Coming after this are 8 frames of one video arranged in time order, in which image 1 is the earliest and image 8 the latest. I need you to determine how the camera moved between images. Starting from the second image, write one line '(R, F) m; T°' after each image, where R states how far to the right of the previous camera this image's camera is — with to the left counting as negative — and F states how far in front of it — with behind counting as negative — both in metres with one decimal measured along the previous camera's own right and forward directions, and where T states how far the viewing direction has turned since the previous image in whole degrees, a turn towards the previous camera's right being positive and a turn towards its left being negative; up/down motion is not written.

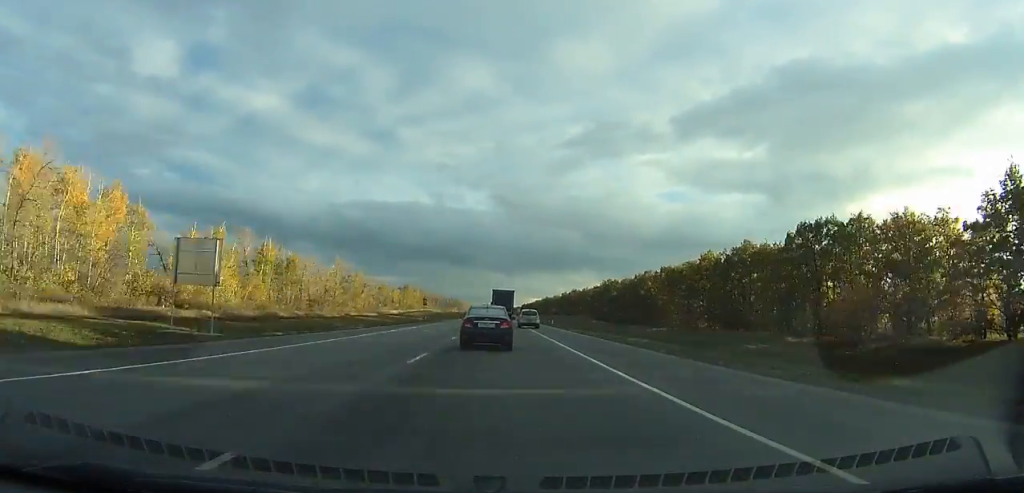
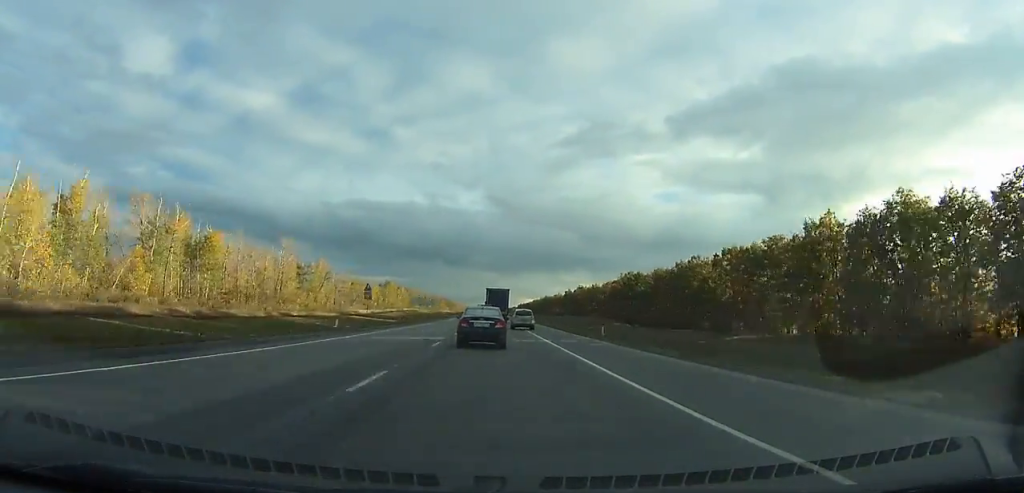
(+0.1, +39.8) m; 0°
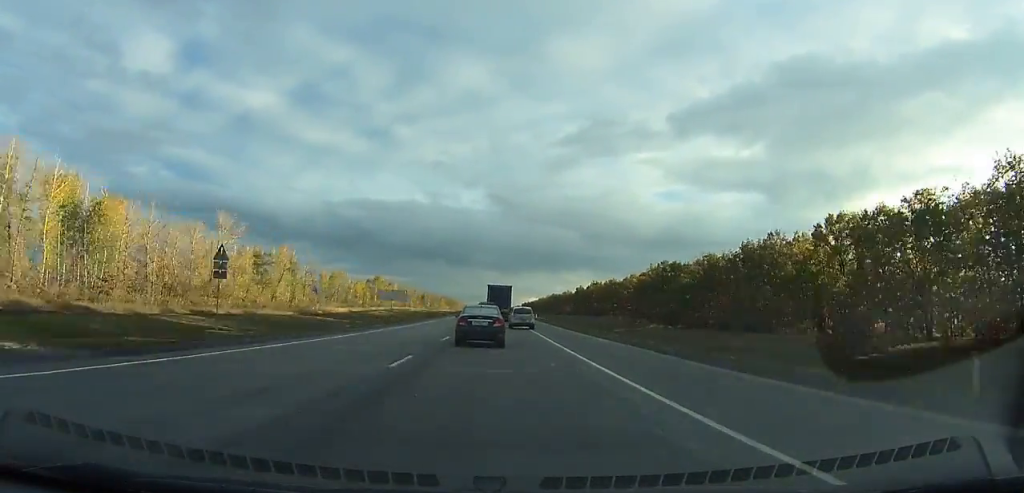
(0.0, +30.4) m; 0°
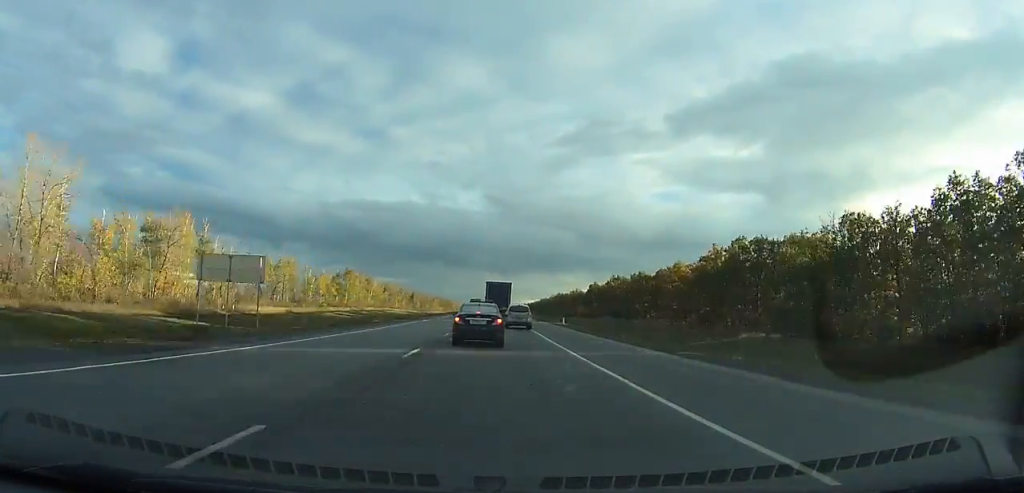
(0.0, +44.3) m; 0°
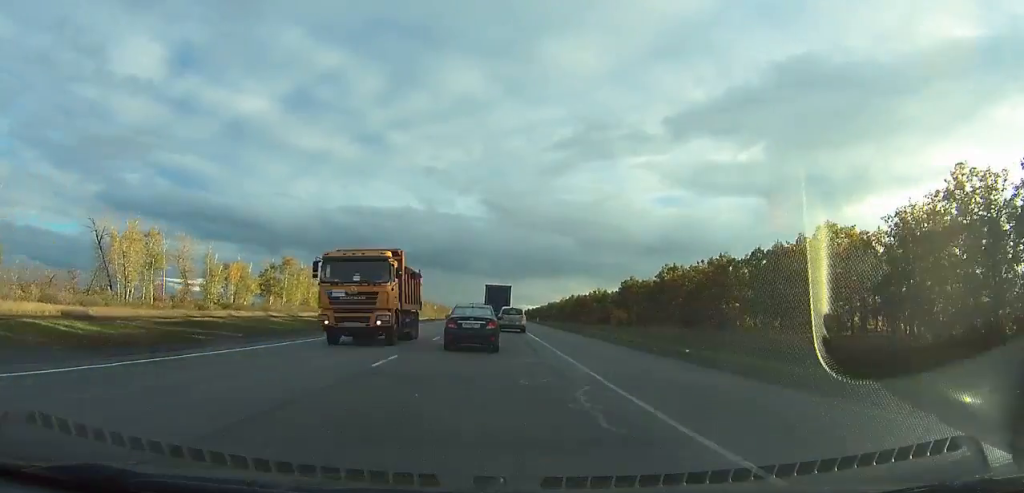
(+0.1, +62.0) m; 0°
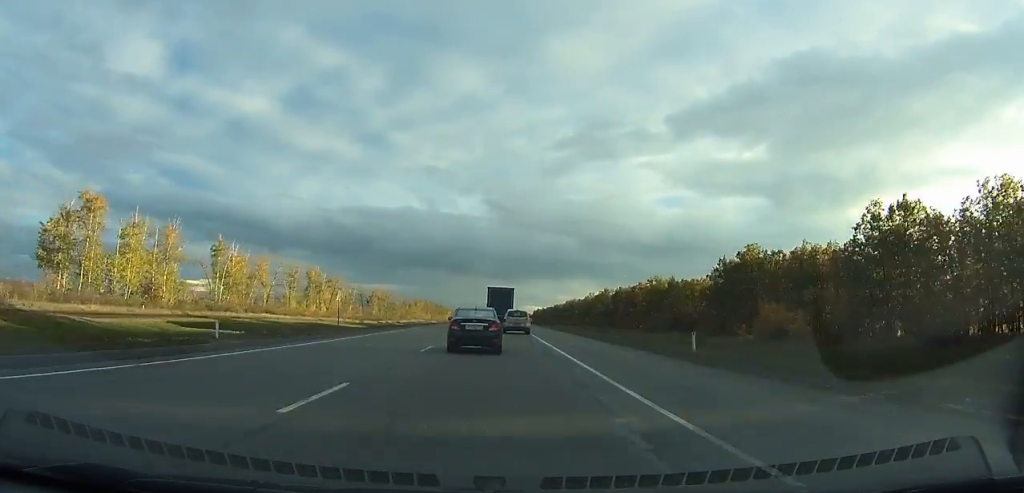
(-0.2, +78.0) m; 0°
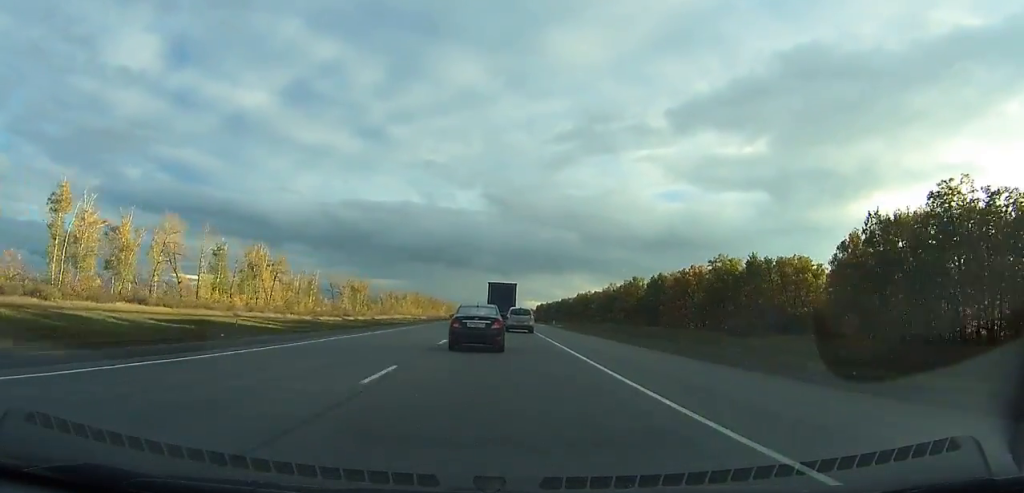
(-0.3, +41.2) m; 0°
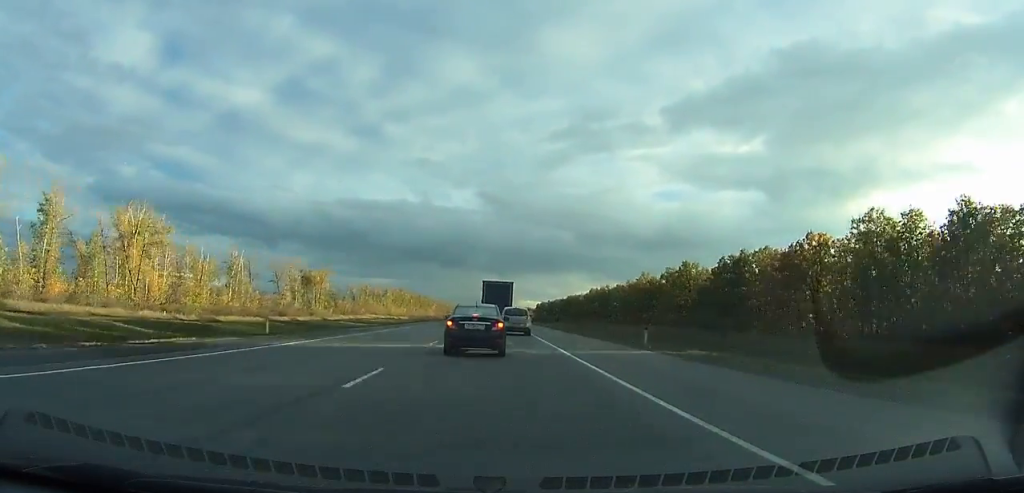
(+0.1, +44.0) m; 0°
